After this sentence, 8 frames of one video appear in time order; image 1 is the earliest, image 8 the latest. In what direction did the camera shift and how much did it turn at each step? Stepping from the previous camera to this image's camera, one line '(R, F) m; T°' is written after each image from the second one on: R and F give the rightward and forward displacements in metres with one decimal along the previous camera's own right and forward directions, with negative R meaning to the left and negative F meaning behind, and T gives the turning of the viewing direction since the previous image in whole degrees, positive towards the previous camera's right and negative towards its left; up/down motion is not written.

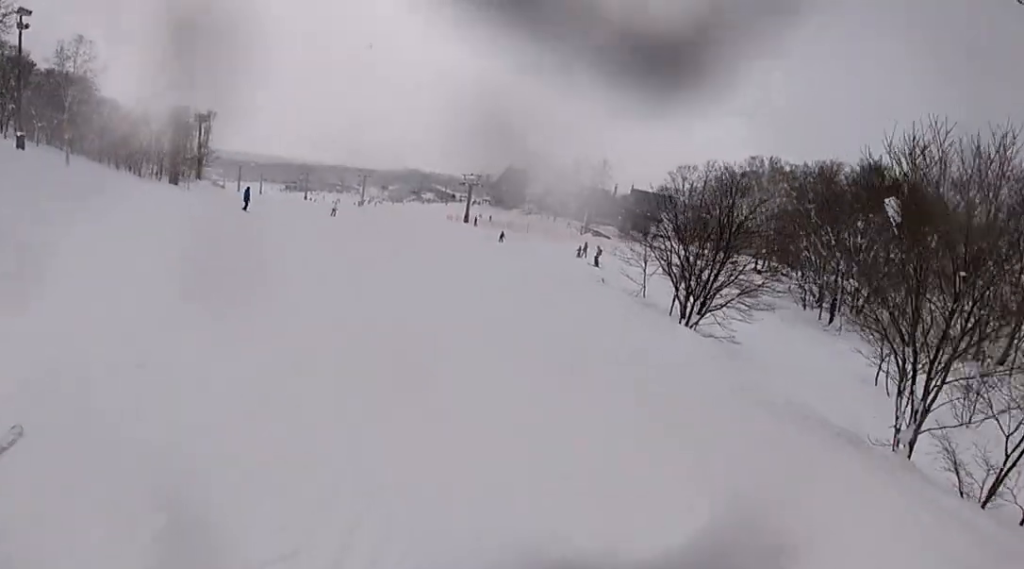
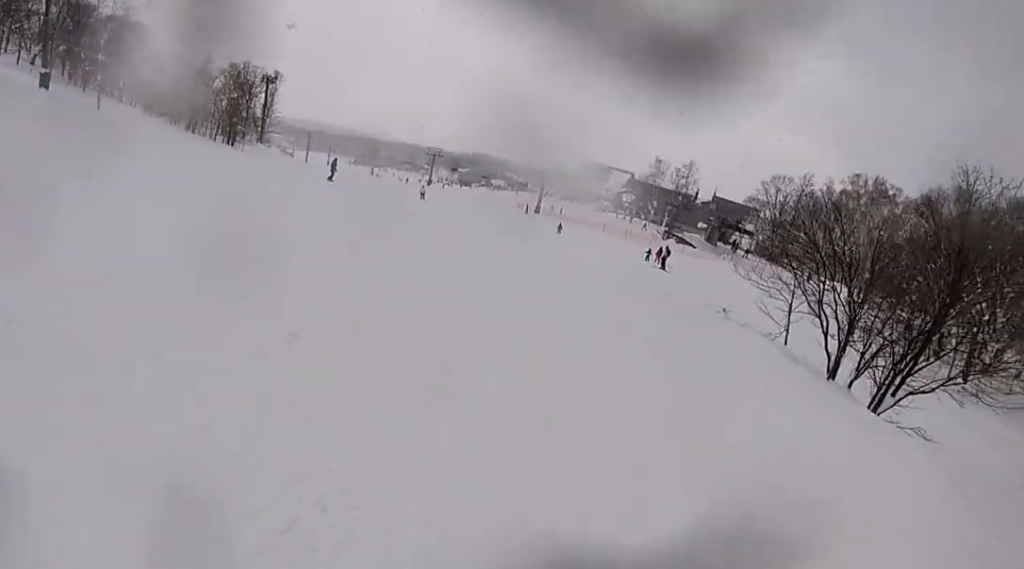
(0.0, +7.2) m; 0°
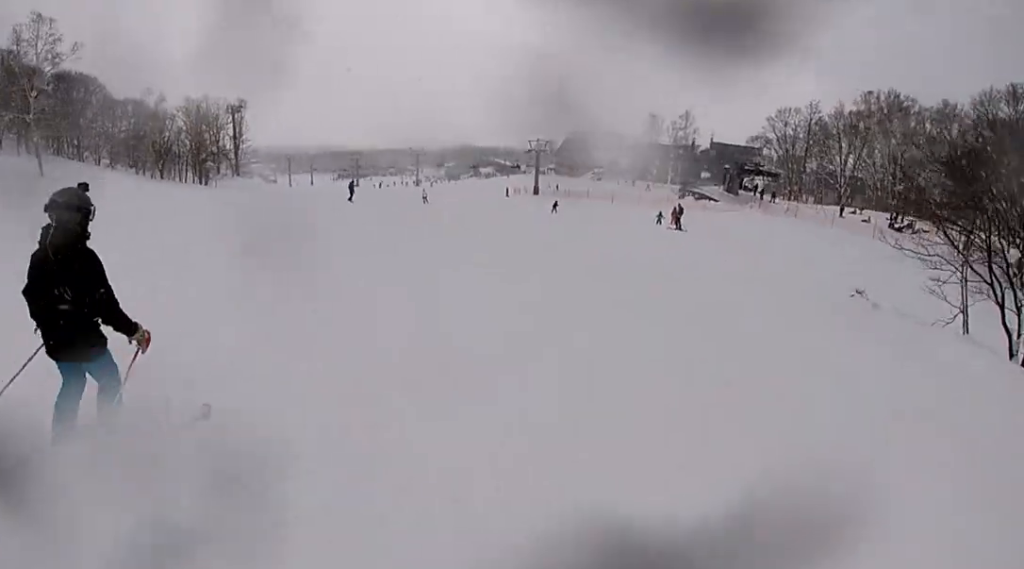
(0.0, +6.6) m; 0°
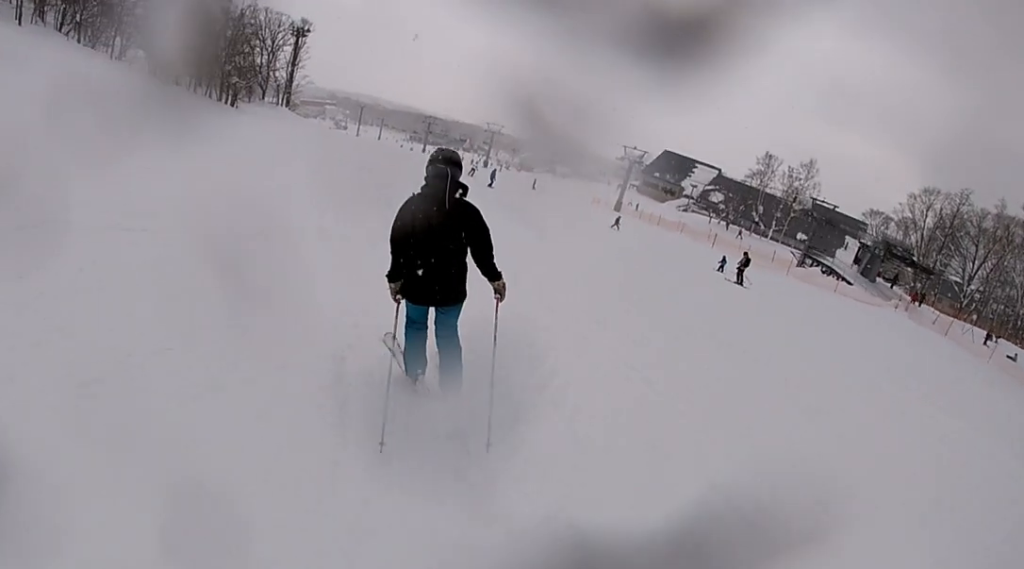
(-0.4, +17.2) m; -15°
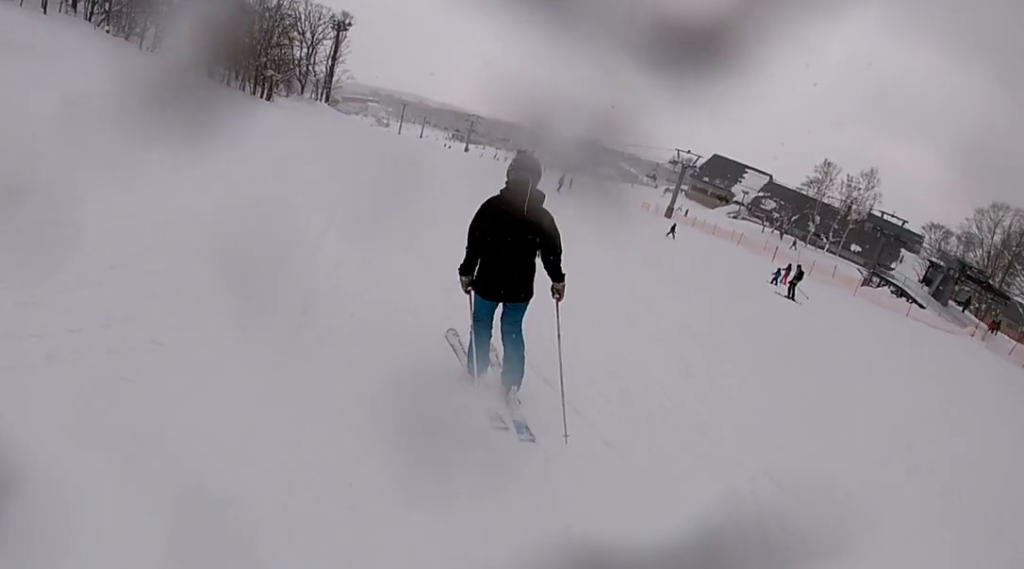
(-0.7, +3.8) m; -4°
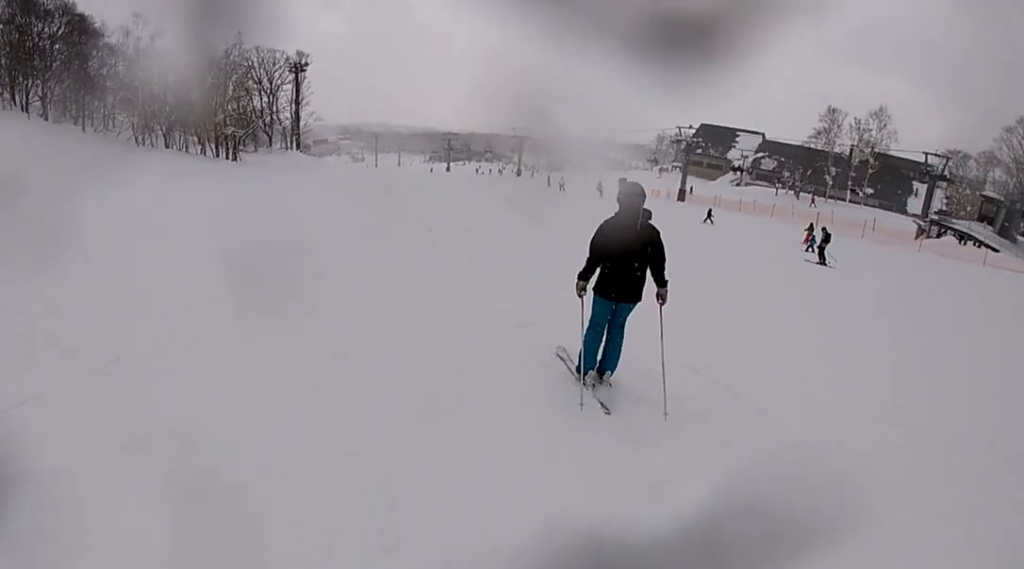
(-0.7, +7.5) m; -3°
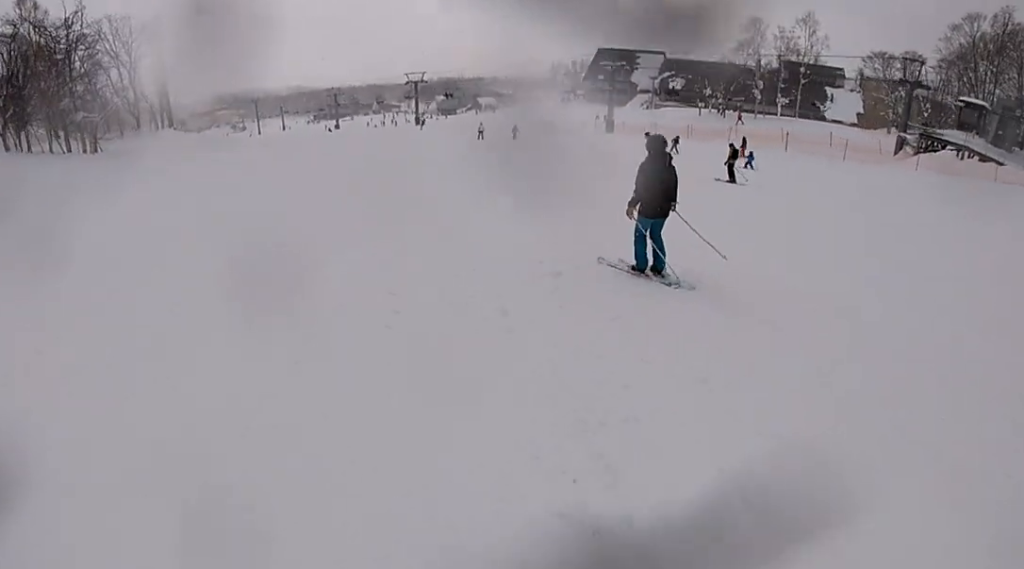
(+0.5, +10.8) m; +11°
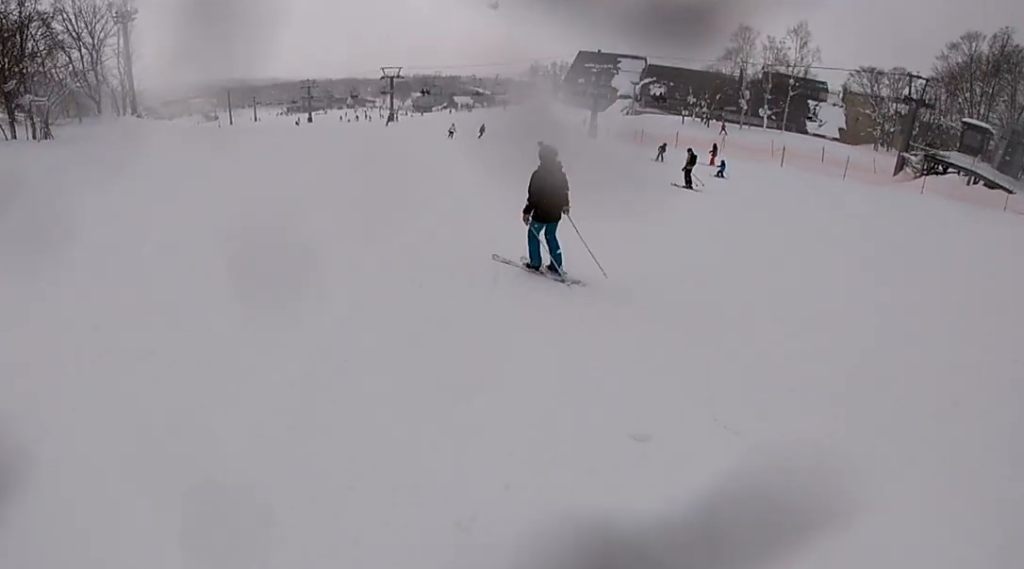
(+0.3, +3.9) m; +1°
